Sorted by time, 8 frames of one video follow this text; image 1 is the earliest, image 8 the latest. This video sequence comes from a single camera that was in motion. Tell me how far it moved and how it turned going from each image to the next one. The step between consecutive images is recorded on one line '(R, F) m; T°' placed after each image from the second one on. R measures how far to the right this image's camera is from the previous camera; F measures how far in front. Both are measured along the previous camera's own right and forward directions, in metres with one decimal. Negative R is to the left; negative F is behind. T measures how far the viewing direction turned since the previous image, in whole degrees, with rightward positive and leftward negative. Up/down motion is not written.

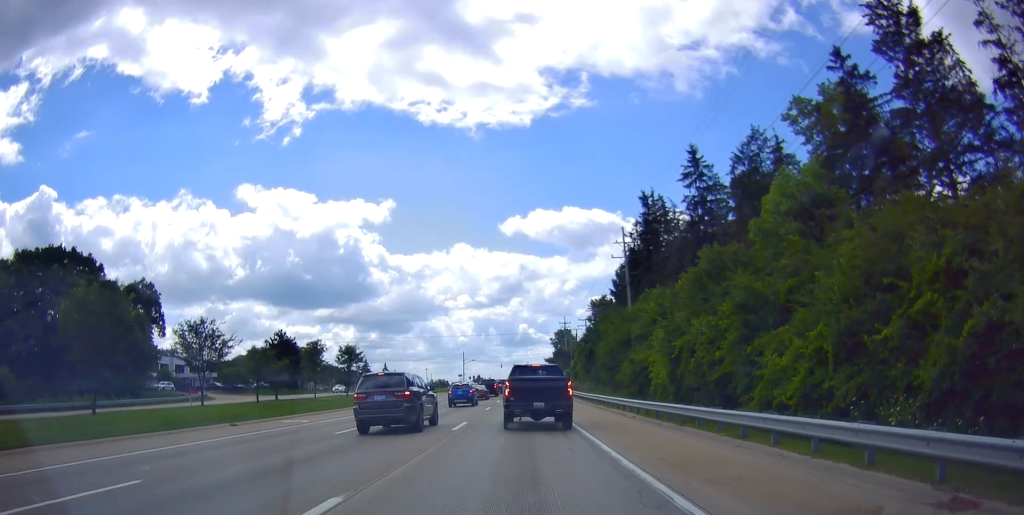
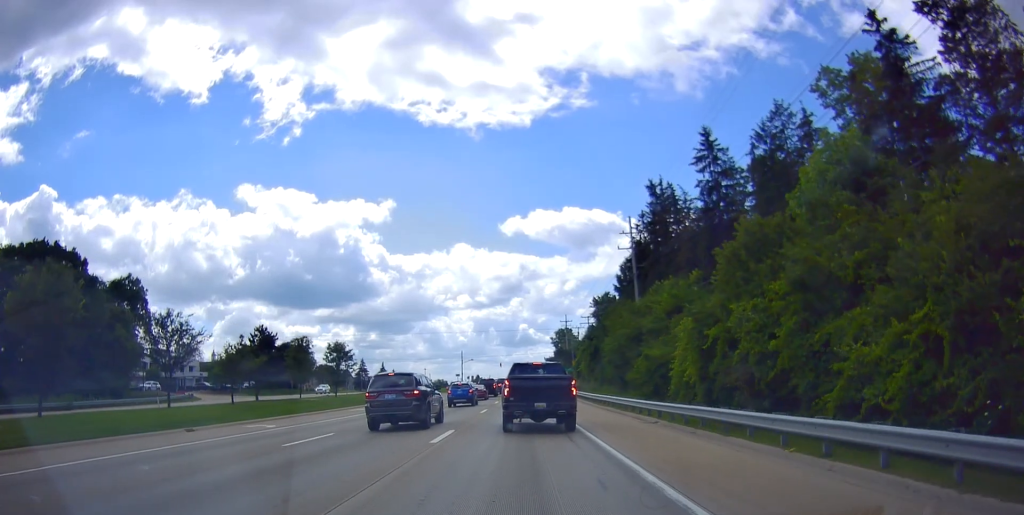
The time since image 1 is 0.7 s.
(0.0, +4.6) m; 0°
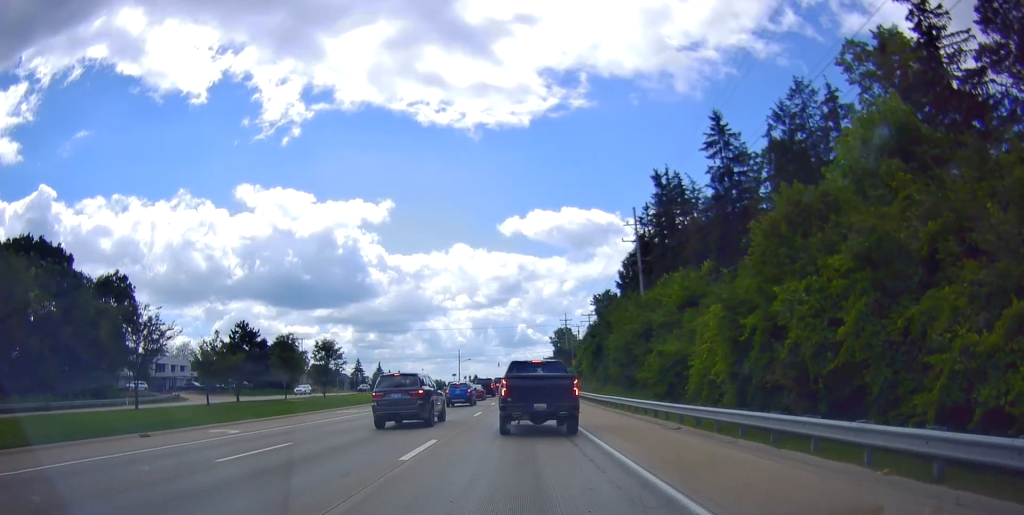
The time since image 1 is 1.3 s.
(0.0, +3.8) m; 0°
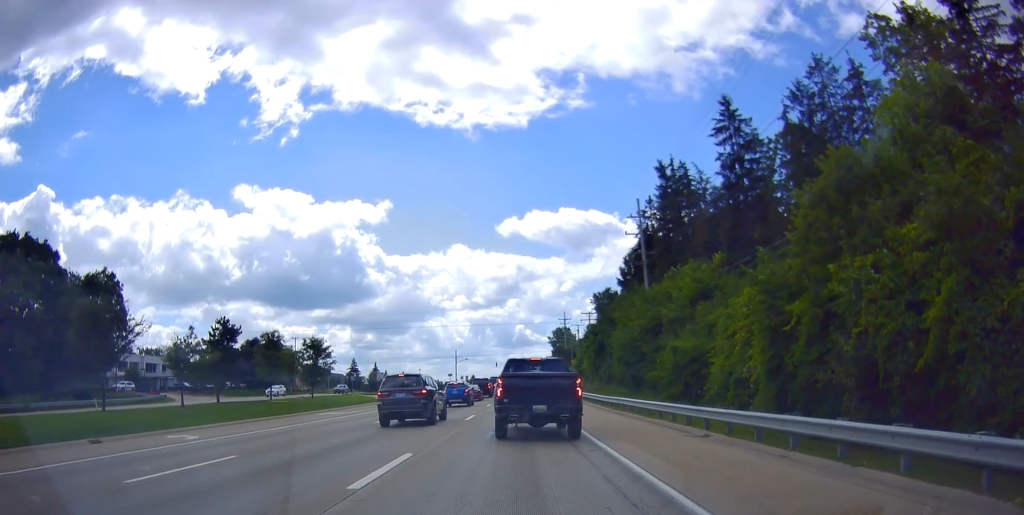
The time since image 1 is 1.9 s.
(0.0, +3.9) m; 0°
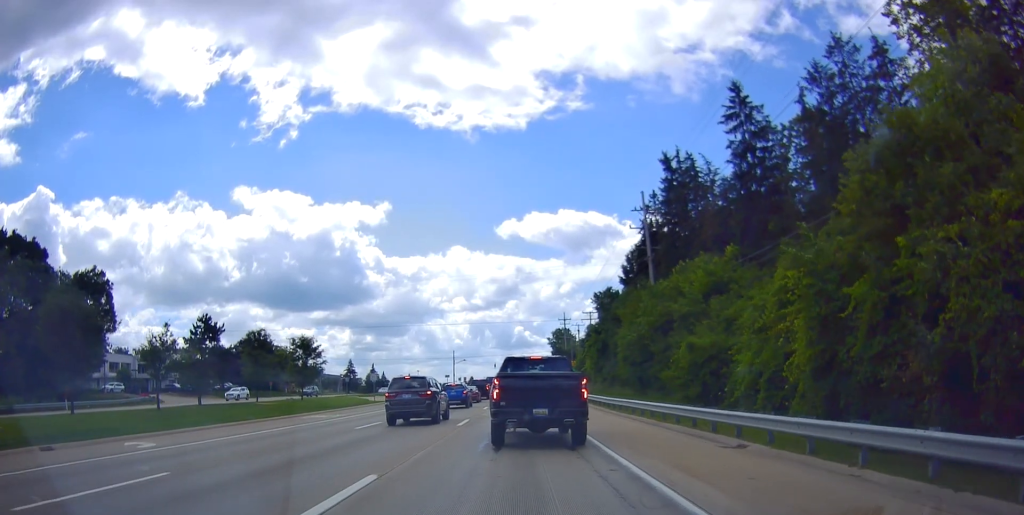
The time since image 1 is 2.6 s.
(0.0, +4.3) m; 0°
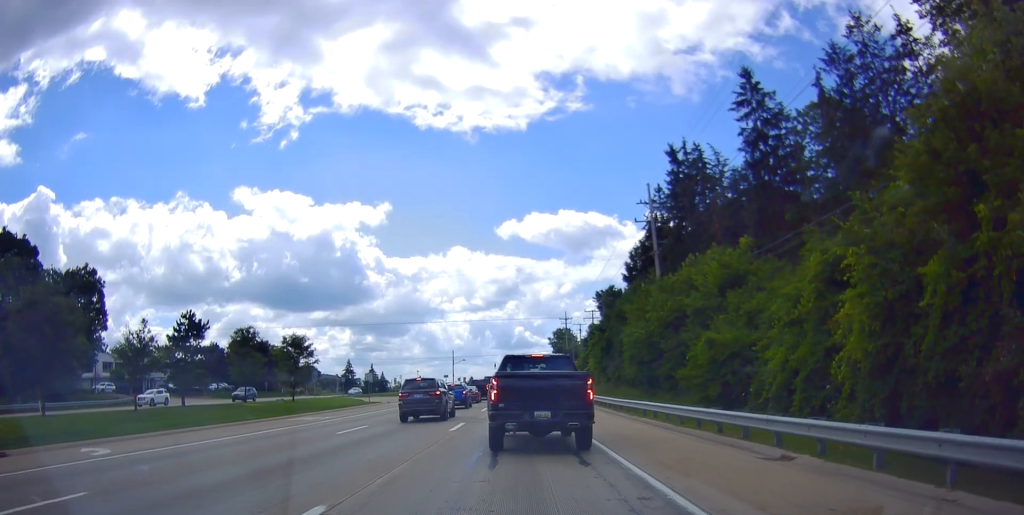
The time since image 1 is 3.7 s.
(0.0, +5.5) m; 0°
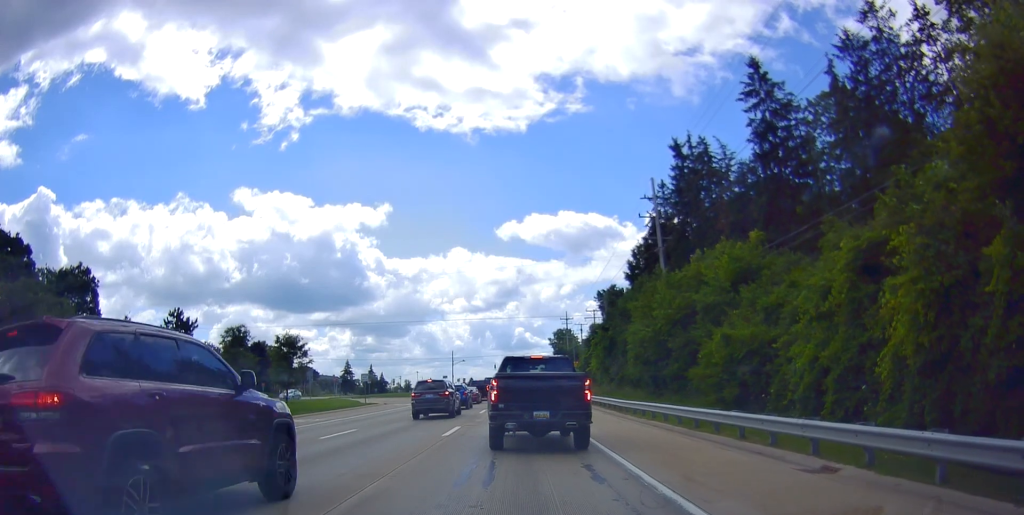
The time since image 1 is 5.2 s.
(0.0, +5.0) m; 0°
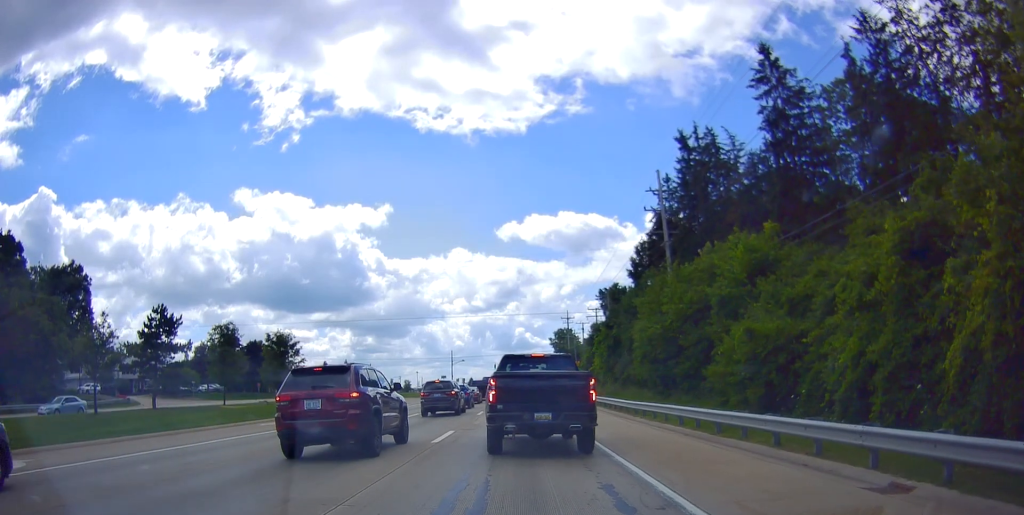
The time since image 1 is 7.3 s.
(0.0, +3.3) m; 0°
